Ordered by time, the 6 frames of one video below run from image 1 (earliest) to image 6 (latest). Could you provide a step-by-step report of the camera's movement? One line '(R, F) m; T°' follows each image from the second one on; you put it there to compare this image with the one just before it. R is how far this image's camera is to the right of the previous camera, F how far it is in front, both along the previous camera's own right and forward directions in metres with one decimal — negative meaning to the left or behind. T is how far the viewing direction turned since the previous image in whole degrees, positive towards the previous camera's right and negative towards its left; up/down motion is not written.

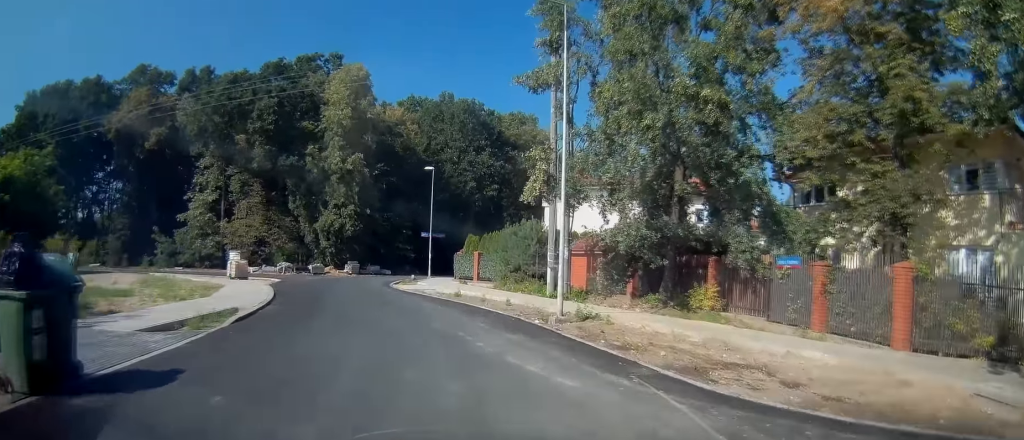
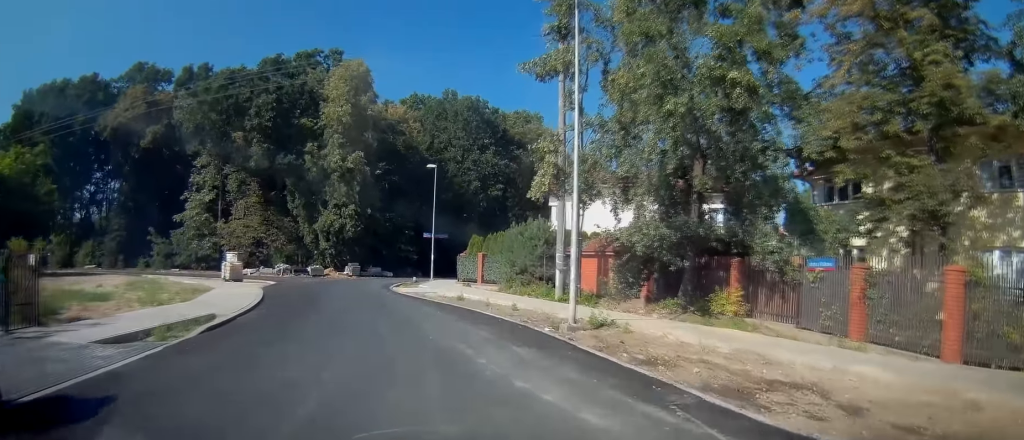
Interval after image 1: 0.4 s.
(-0.1, +1.7) m; -5°
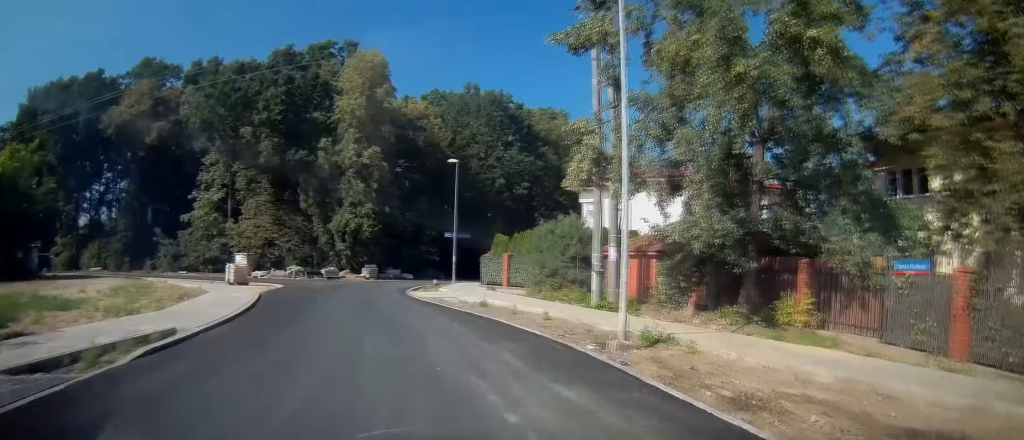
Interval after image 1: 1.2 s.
(-0.2, +3.0) m; -7°
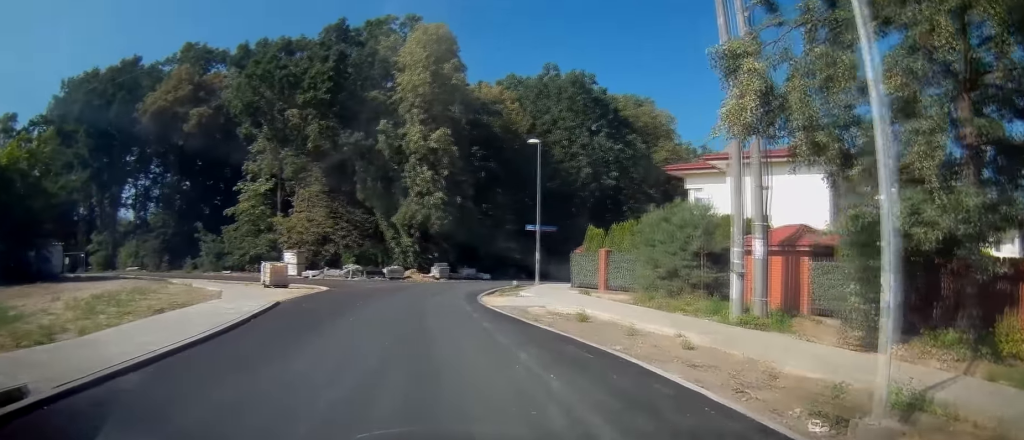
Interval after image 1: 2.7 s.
(-0.4, +6.2) m; -4°
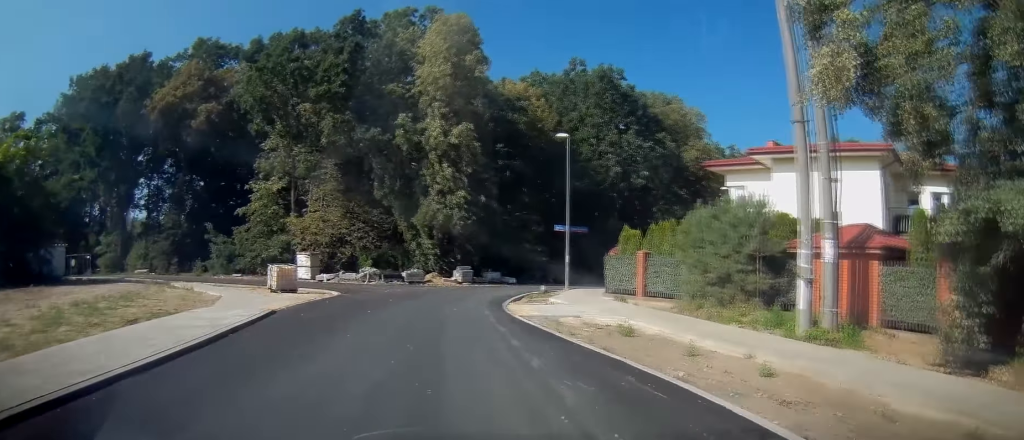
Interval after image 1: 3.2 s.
(0.0, +2.4) m; 0°
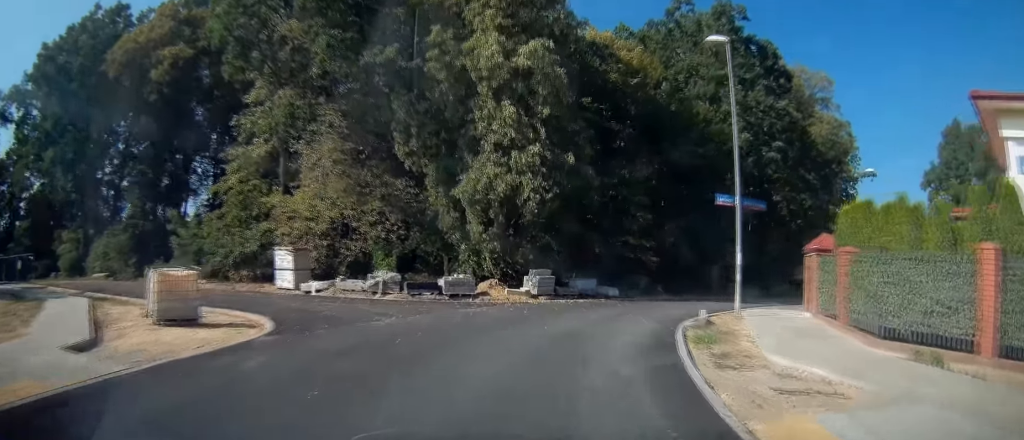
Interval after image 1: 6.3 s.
(-1.5, +14.8) m; -9°
